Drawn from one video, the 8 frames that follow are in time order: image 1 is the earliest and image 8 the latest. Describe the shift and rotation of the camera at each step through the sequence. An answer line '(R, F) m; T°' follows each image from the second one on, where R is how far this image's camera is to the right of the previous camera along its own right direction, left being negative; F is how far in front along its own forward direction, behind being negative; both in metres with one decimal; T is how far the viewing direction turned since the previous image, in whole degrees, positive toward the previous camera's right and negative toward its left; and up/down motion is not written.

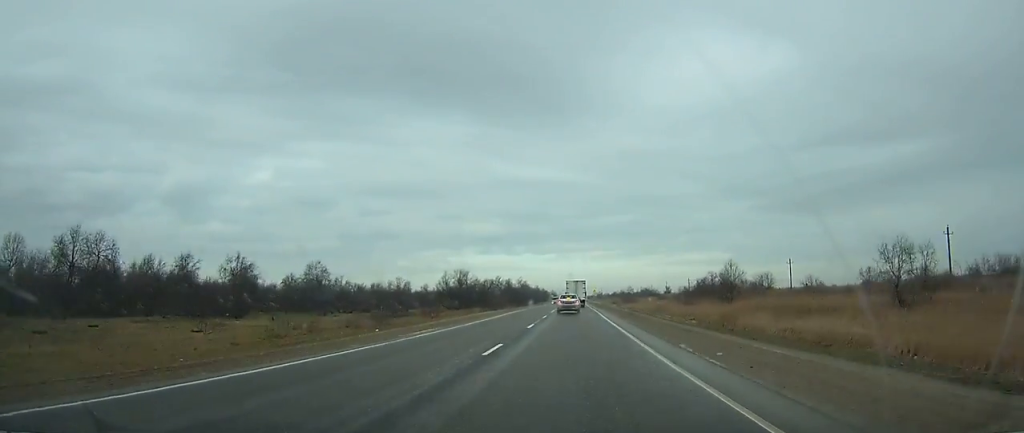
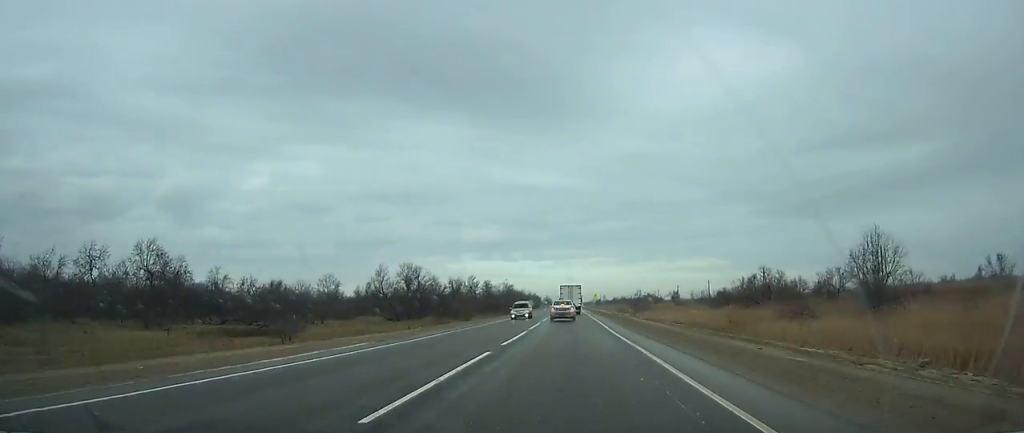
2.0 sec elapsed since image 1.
(+0.1, +42.9) m; 0°
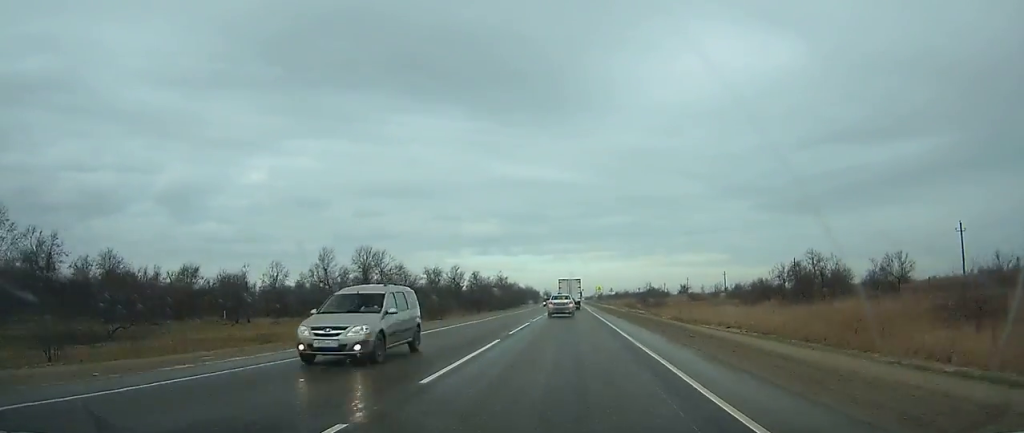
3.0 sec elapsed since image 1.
(+0.1, +21.2) m; 0°
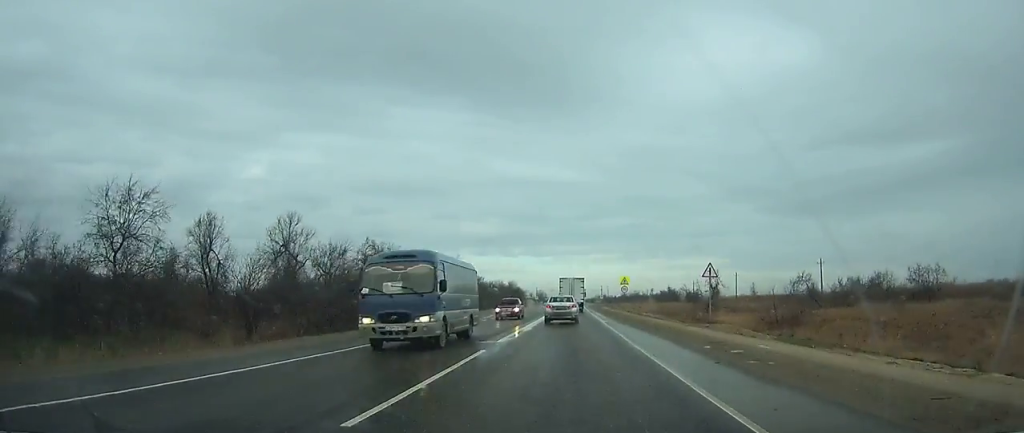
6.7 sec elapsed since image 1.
(+0.3, +74.7) m; 0°
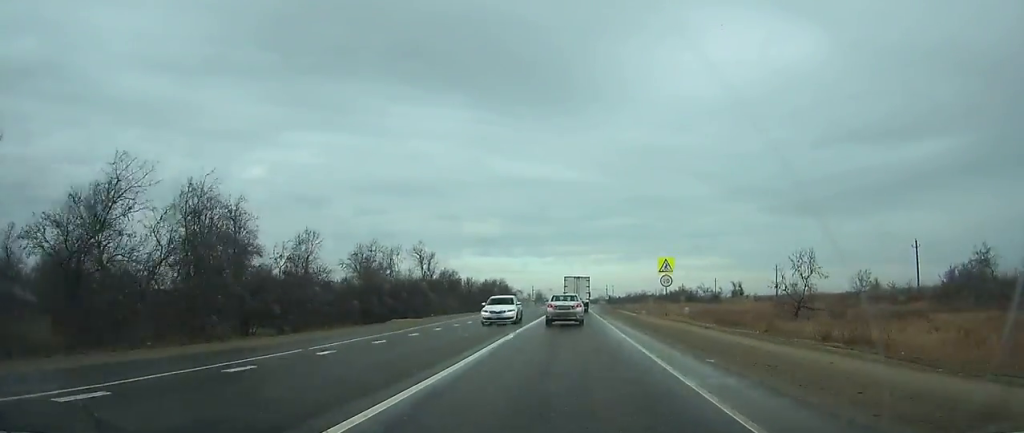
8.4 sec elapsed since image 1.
(0.0, +33.7) m; 0°
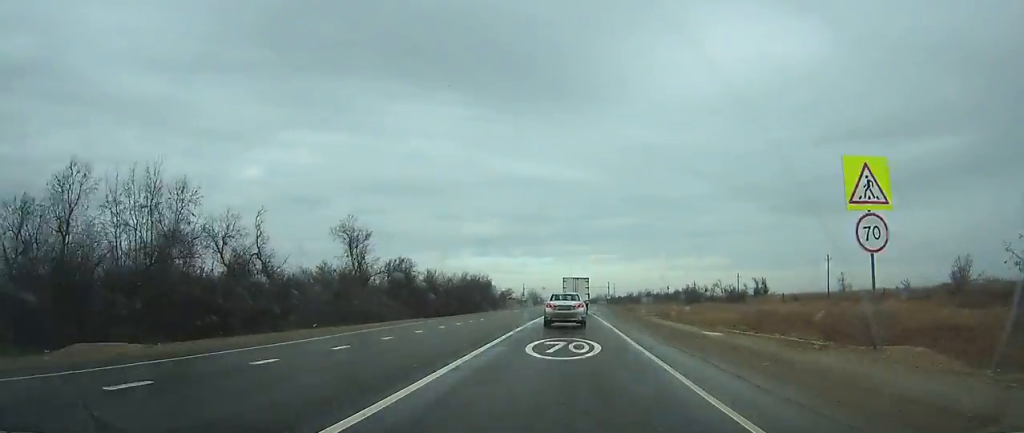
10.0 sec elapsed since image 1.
(0.0, +30.3) m; 0°
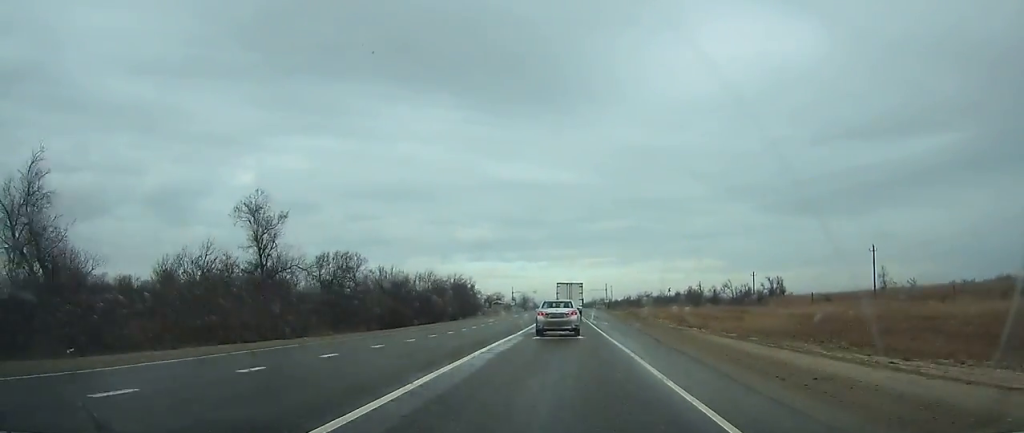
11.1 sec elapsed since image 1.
(0.0, +19.9) m; 0°
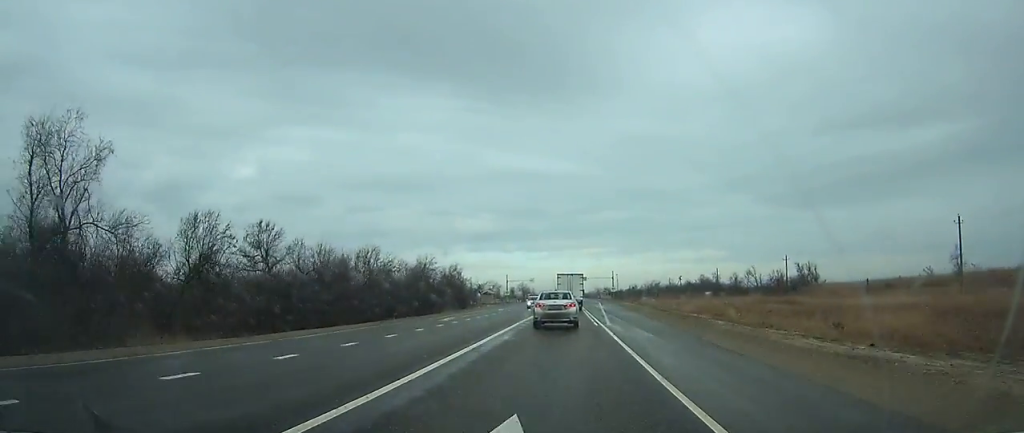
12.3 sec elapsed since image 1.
(+0.2, +21.9) m; 0°
